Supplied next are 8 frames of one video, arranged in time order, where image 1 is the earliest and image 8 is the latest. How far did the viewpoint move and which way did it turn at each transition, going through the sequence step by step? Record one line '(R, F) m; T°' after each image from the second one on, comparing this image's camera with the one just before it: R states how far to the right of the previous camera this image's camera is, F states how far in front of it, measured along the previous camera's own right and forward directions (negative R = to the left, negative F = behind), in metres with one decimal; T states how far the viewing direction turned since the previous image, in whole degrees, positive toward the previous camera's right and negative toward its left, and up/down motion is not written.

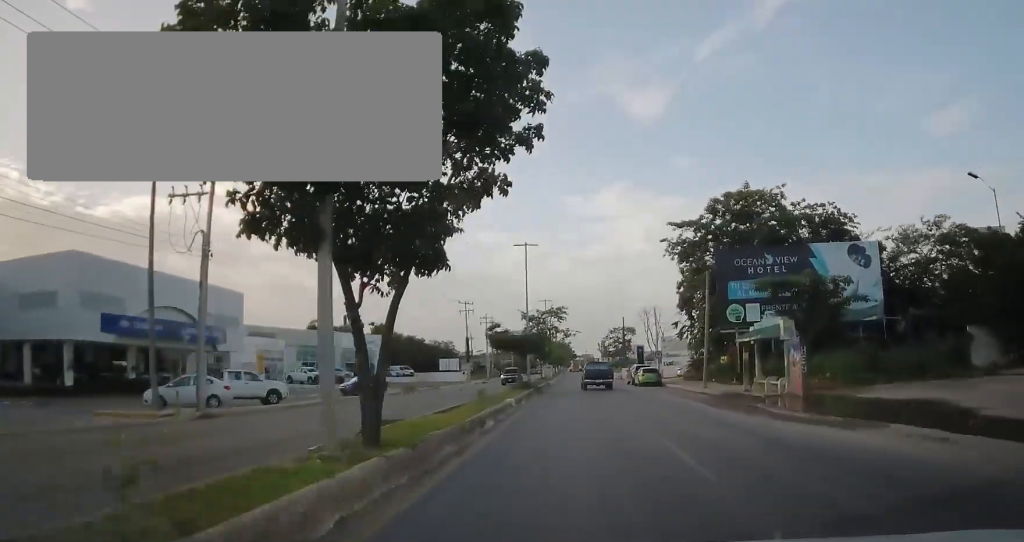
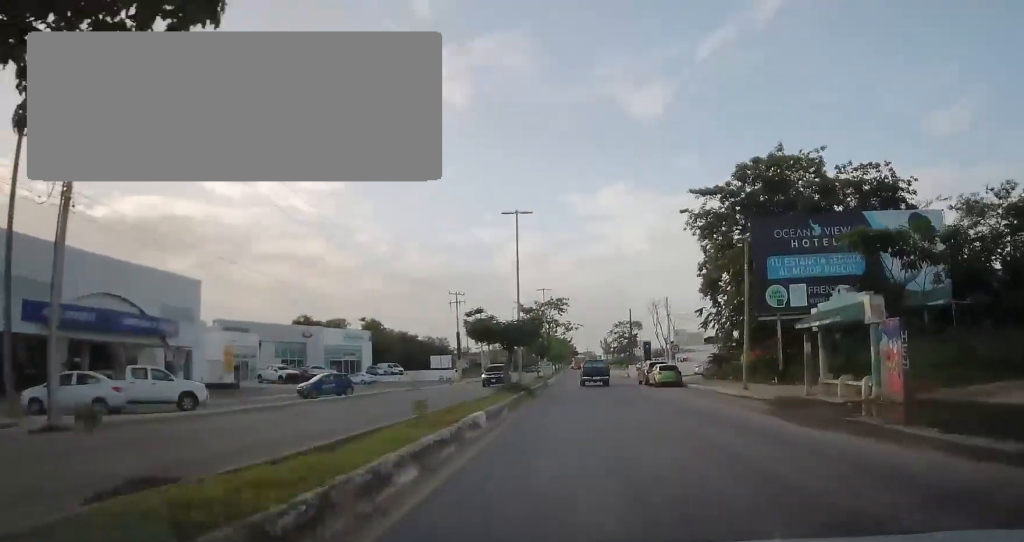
(-0.2, +8.1) m; -1°
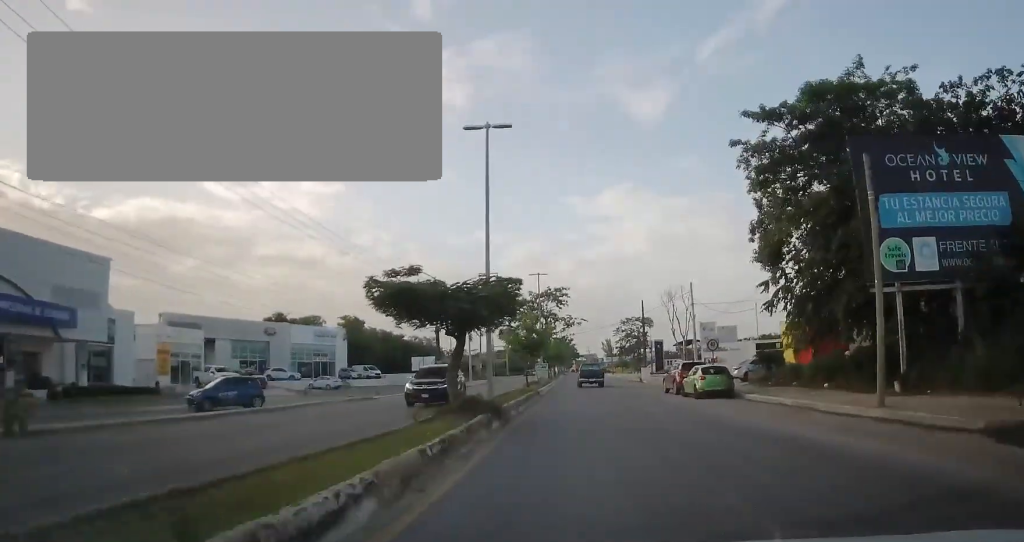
(-0.2, +12.6) m; -2°
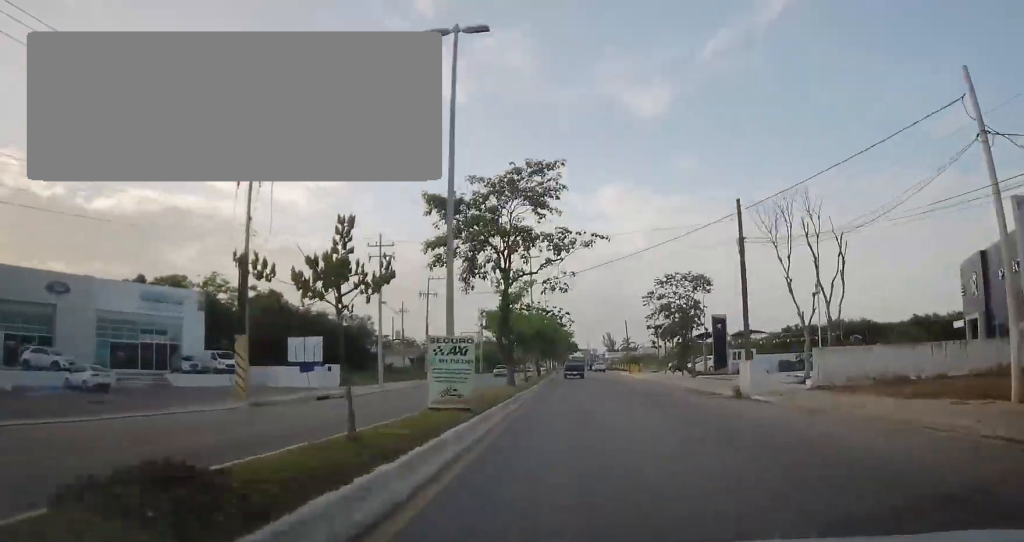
(+0.2, +38.5) m; +2°
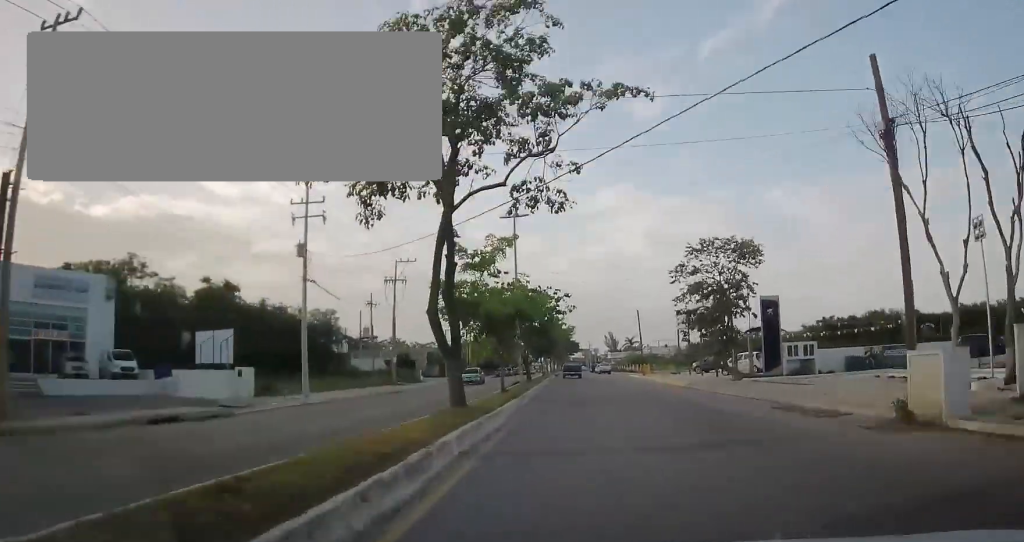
(0.0, +13.5) m; 0°
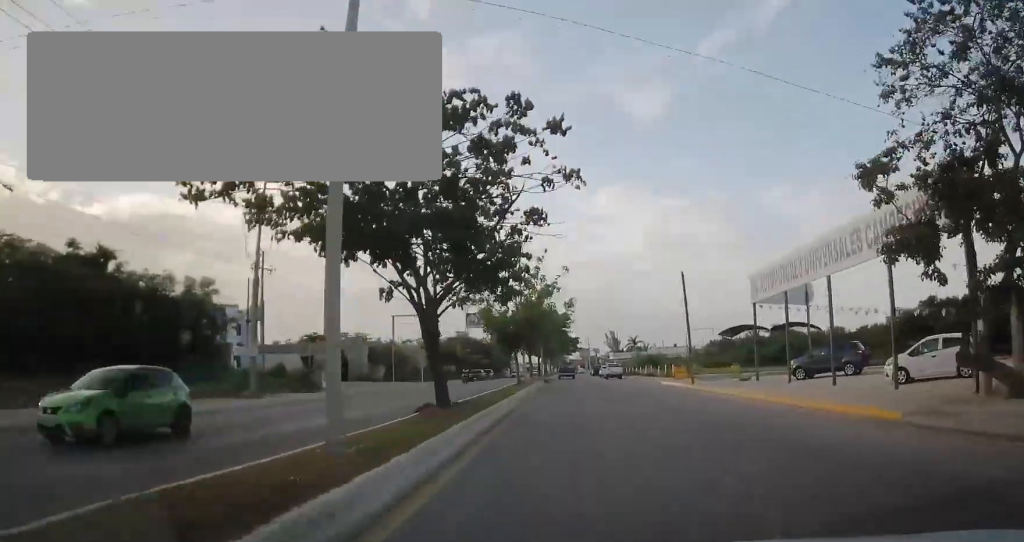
(0.0, +25.7) m; -1°
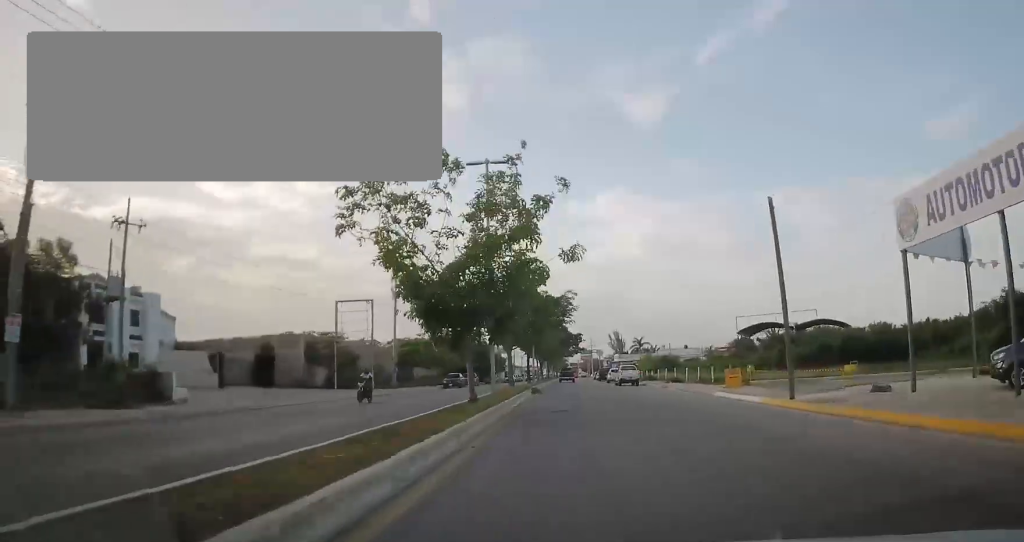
(-0.2, +16.0) m; 0°
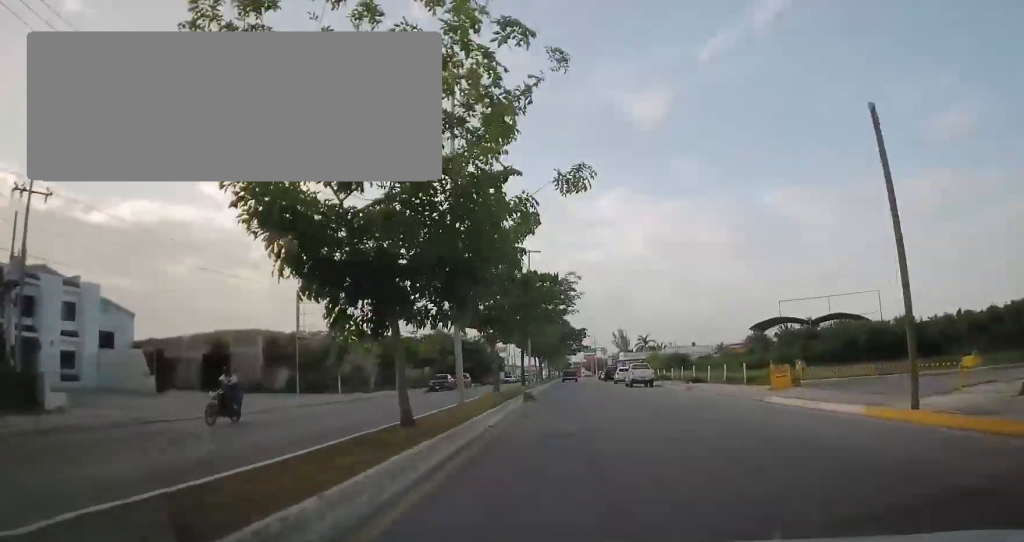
(-0.3, +7.4) m; +1°
